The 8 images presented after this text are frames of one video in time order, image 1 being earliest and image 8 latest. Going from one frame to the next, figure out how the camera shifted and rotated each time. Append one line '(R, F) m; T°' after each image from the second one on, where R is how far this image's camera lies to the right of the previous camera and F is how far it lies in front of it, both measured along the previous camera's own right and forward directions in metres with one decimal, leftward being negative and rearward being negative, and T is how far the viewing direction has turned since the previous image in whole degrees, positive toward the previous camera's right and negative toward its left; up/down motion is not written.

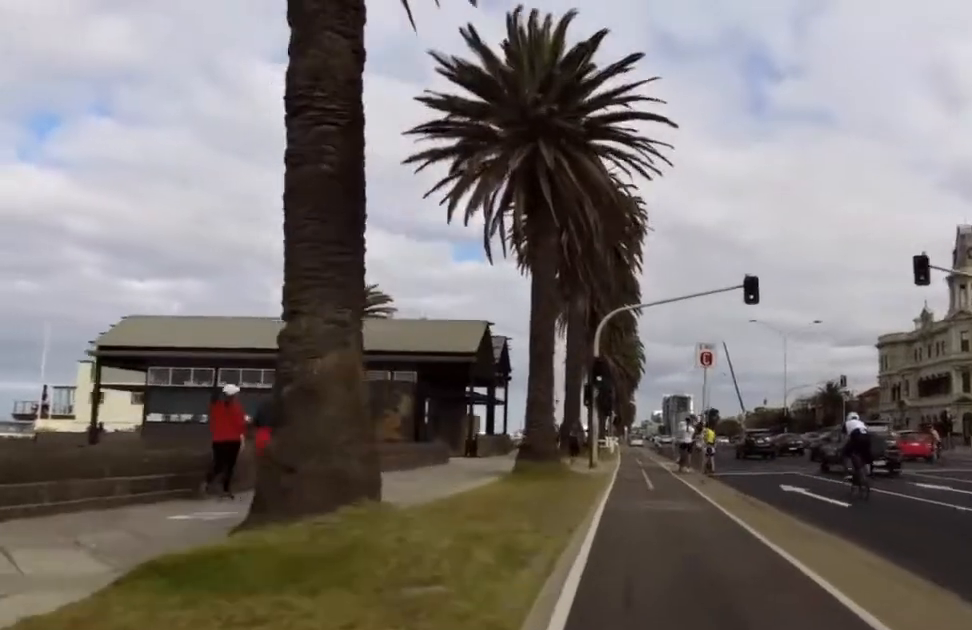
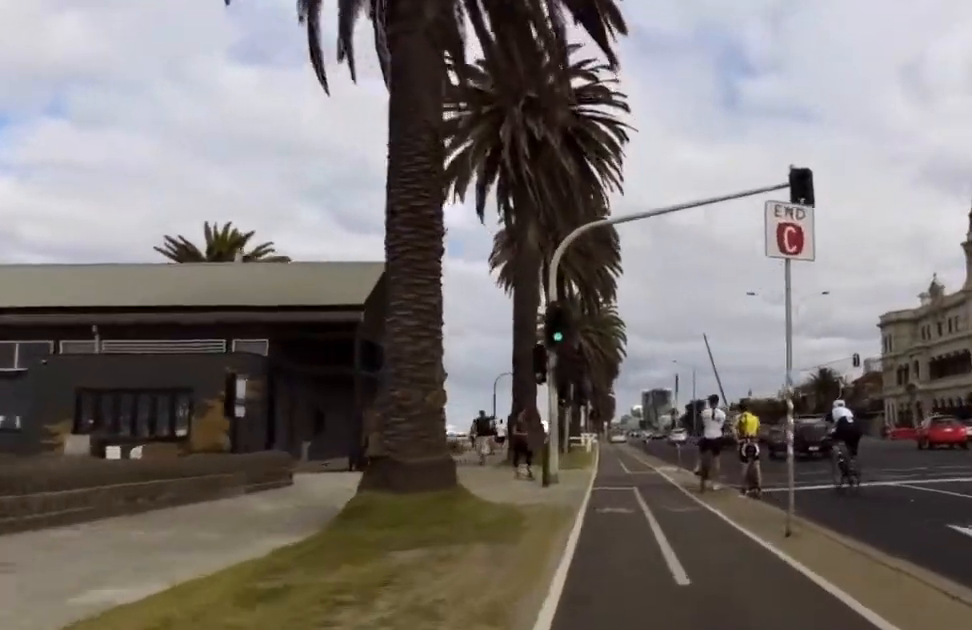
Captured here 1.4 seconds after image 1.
(-0.9, +10.9) m; -6°
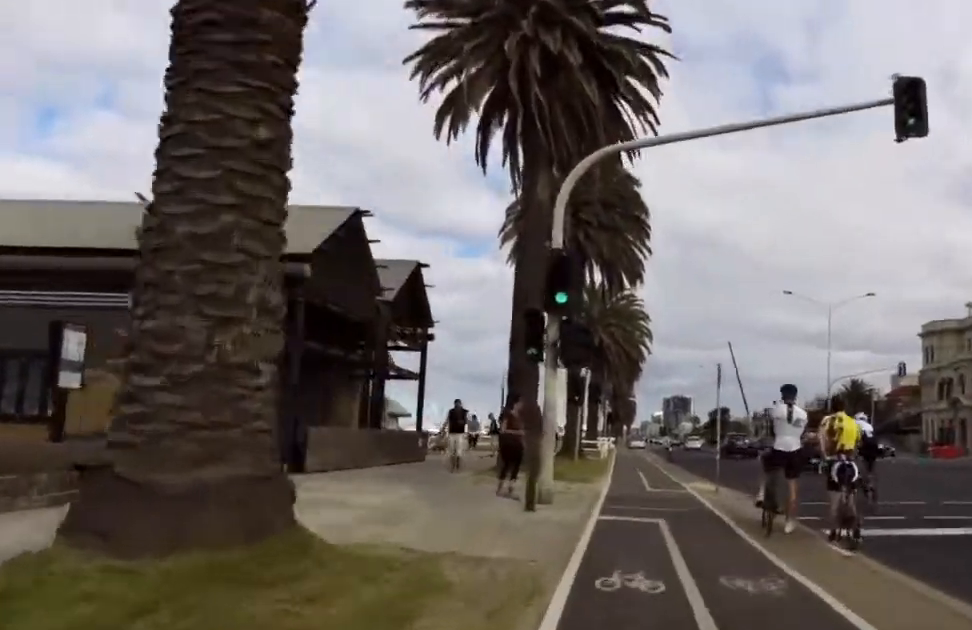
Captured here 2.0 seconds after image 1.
(-0.5, +5.0) m; +2°
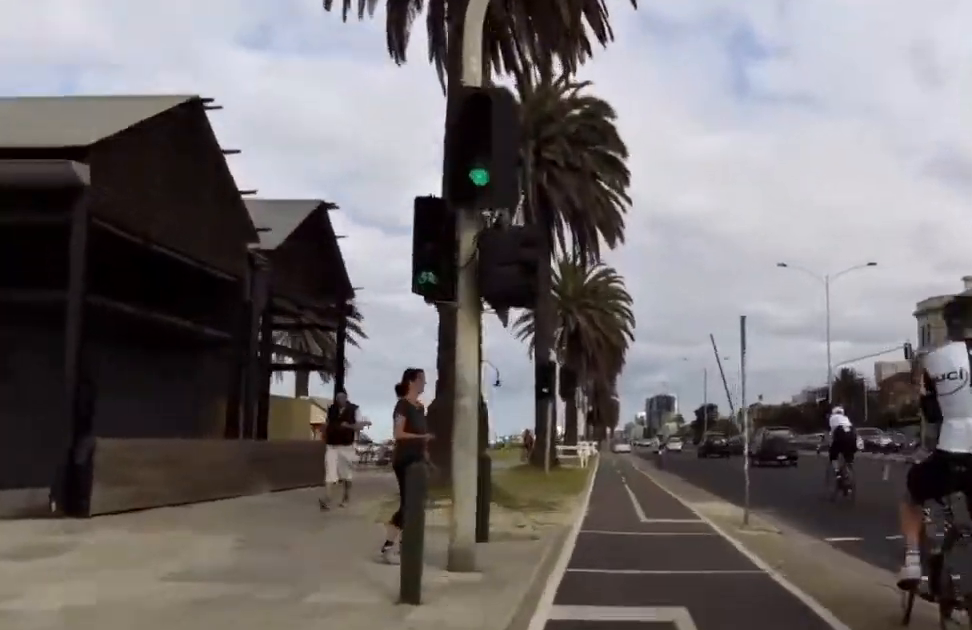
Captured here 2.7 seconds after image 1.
(+0.6, +5.3) m; 0°
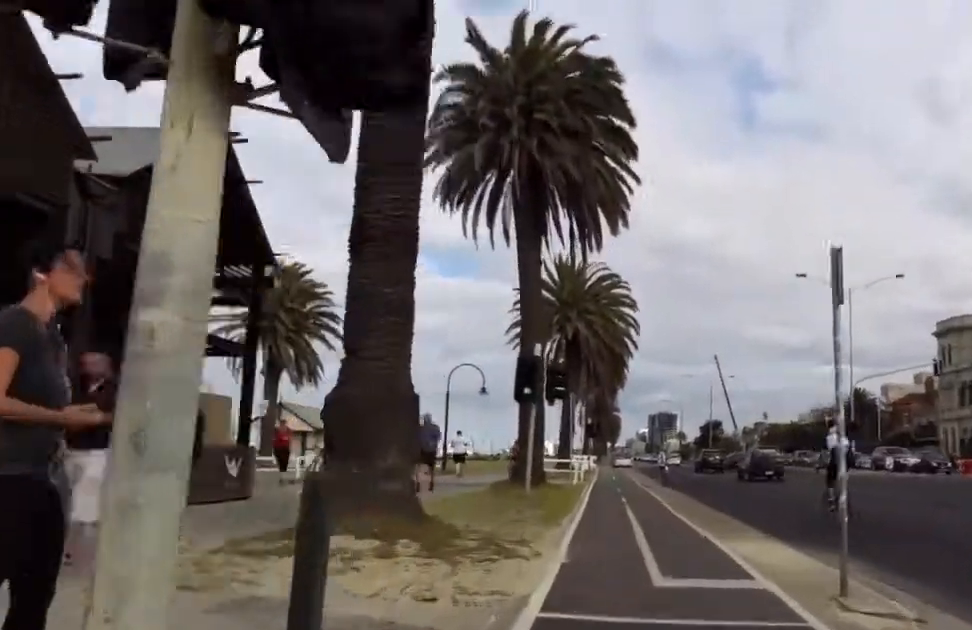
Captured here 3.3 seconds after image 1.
(+0.2, +4.5) m; -1°
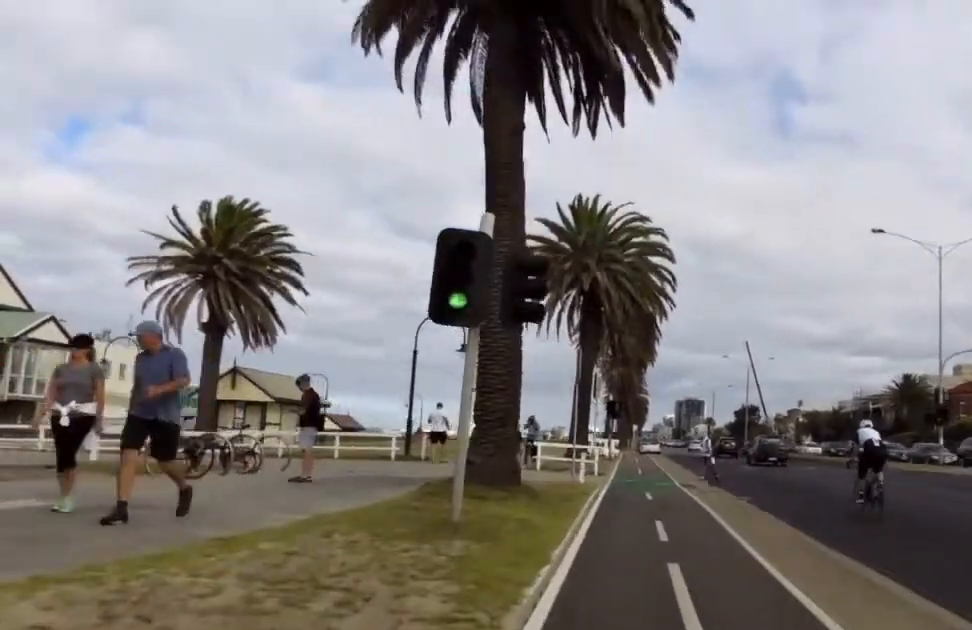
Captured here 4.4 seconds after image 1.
(-0.8, +9.1) m; -1°
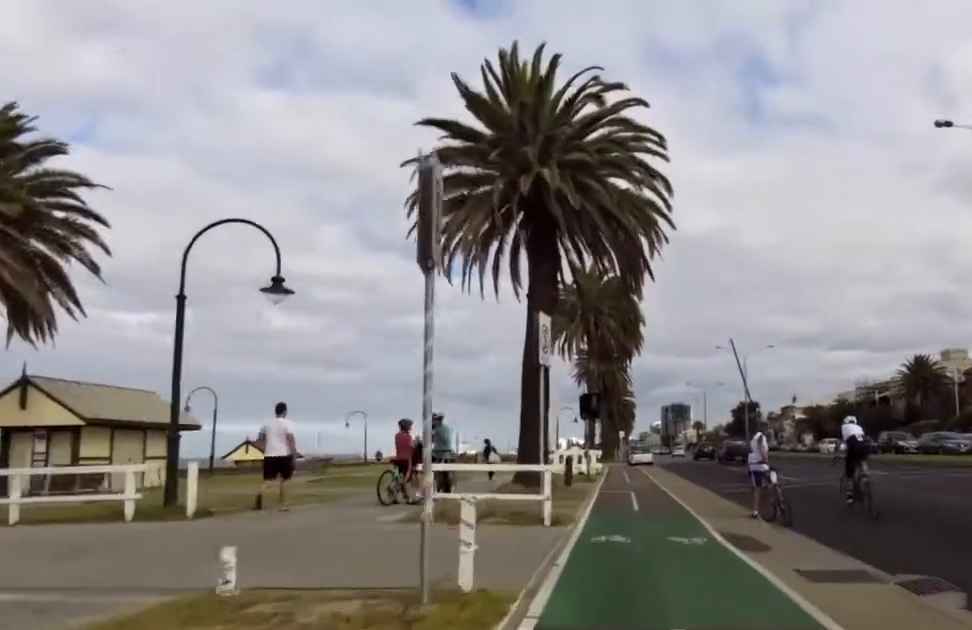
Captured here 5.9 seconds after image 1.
(+1.1, +11.5) m; +2°
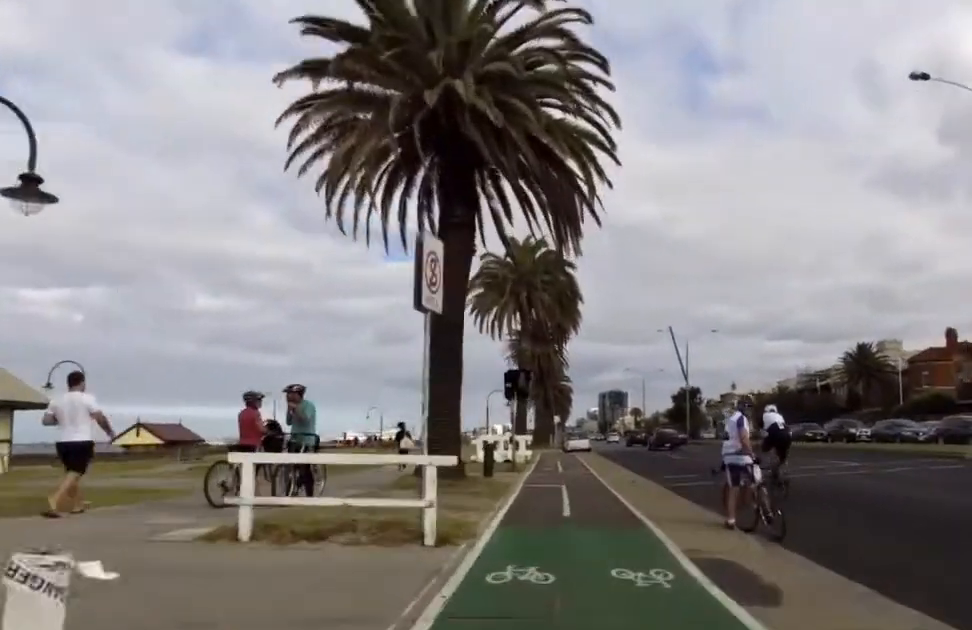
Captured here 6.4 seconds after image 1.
(-0.1, +3.7) m; -3°
